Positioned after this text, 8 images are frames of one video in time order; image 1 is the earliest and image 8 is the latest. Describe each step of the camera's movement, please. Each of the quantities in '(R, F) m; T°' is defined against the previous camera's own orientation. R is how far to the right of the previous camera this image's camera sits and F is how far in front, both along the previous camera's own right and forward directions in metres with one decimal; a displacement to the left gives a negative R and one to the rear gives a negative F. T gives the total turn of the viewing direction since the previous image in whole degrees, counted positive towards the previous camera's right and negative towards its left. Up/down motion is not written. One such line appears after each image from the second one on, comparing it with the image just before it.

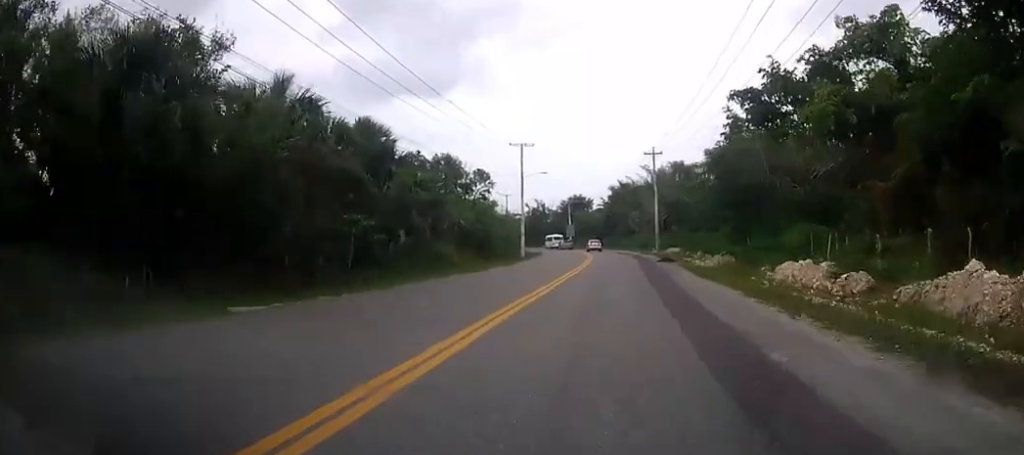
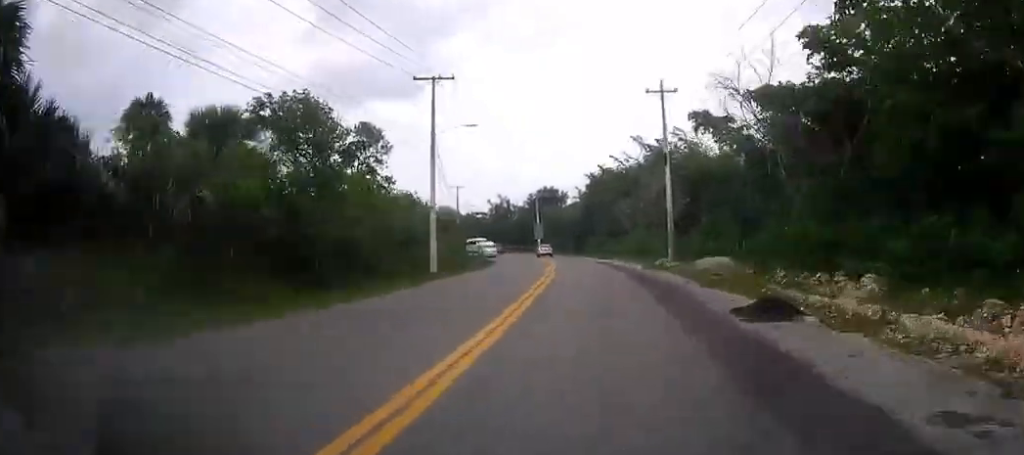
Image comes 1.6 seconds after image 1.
(+0.6, +28.5) m; +1°
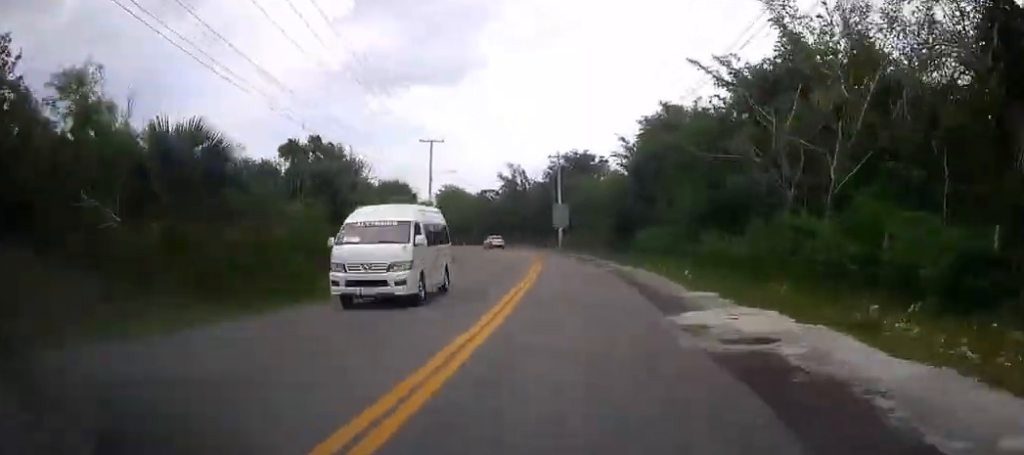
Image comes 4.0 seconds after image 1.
(-0.1, +41.9) m; -3°
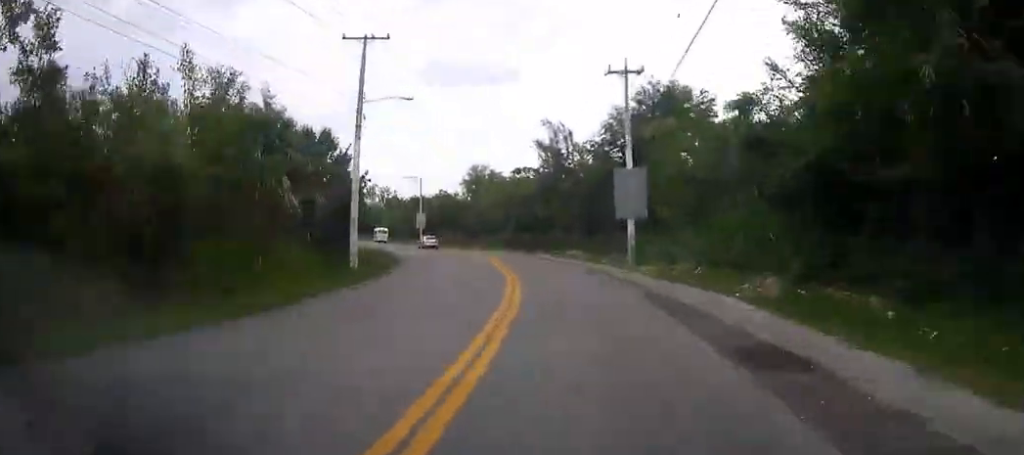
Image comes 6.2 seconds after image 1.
(-1.2, +38.4) m; -7°
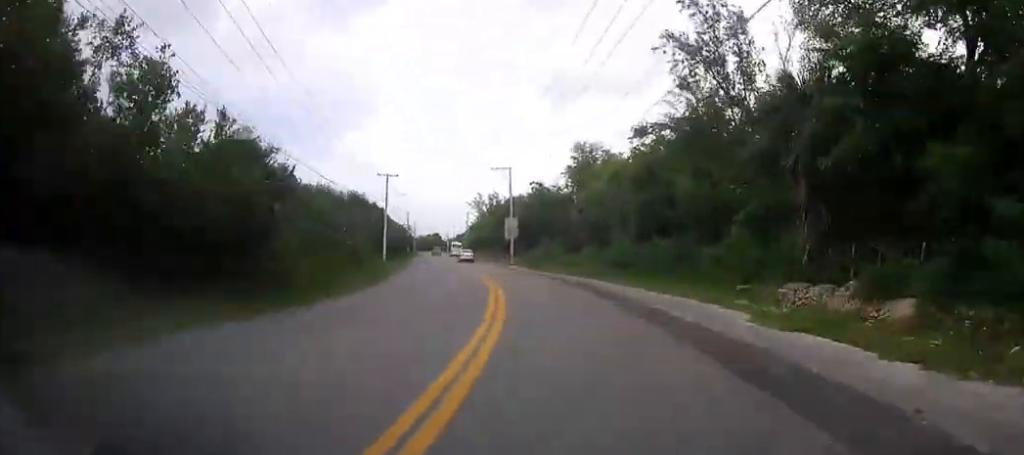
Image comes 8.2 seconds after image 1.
(-3.1, +34.2) m; -9°
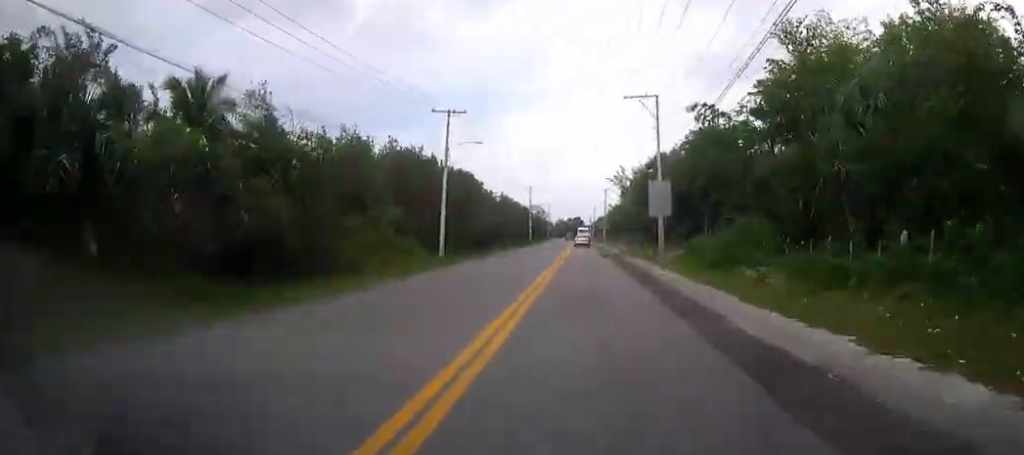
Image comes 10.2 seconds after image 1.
(-3.3, +34.9) m; -7°
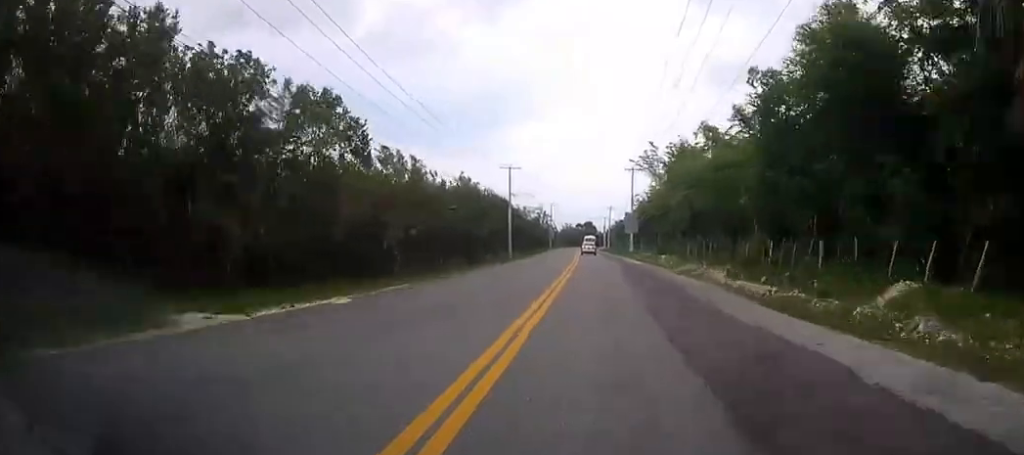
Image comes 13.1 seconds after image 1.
(-3.5, +52.2) m; -5°
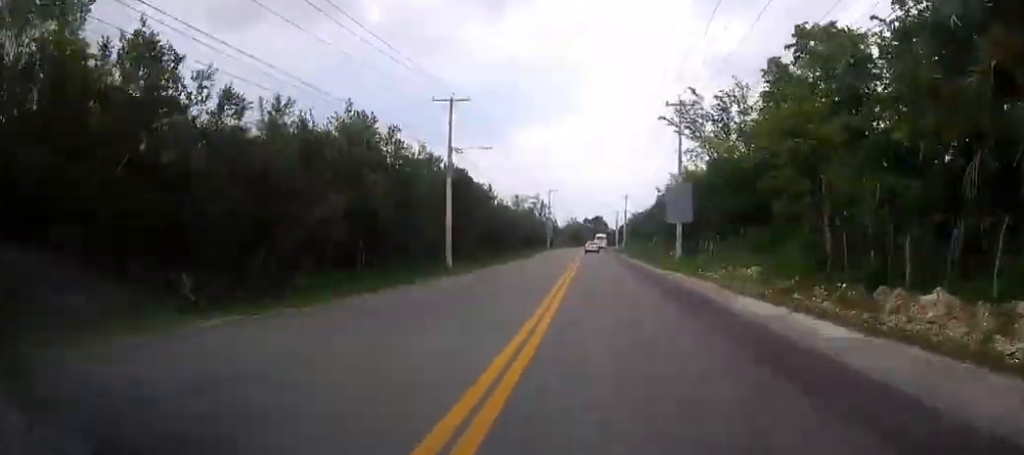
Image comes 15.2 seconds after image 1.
(-0.4, +39.4) m; -1°
